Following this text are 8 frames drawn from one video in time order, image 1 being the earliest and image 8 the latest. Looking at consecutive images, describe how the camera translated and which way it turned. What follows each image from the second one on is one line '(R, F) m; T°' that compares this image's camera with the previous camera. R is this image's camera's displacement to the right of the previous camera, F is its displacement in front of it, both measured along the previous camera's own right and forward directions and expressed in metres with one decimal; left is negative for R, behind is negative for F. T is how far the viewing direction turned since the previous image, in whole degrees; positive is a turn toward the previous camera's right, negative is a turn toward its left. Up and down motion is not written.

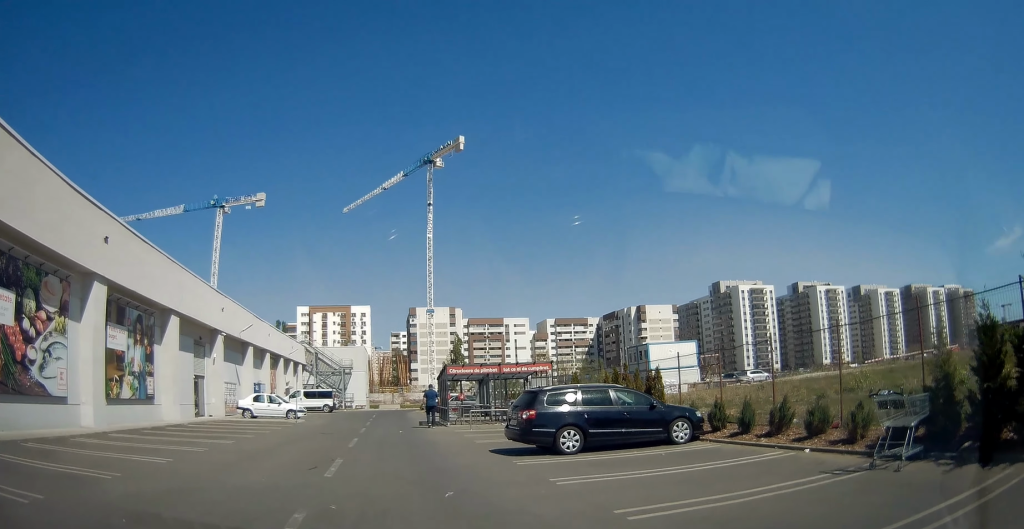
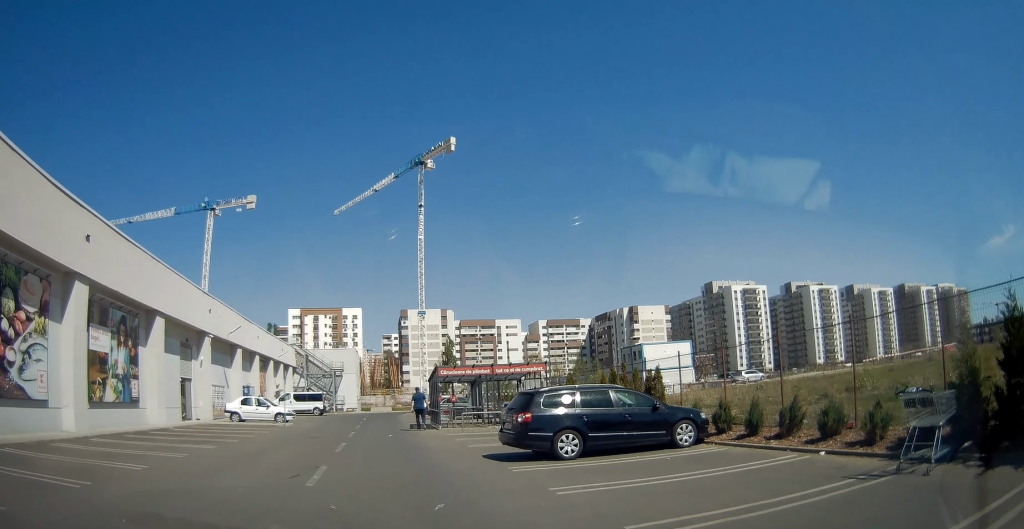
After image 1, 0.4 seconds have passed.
(0.0, +0.8) m; 0°
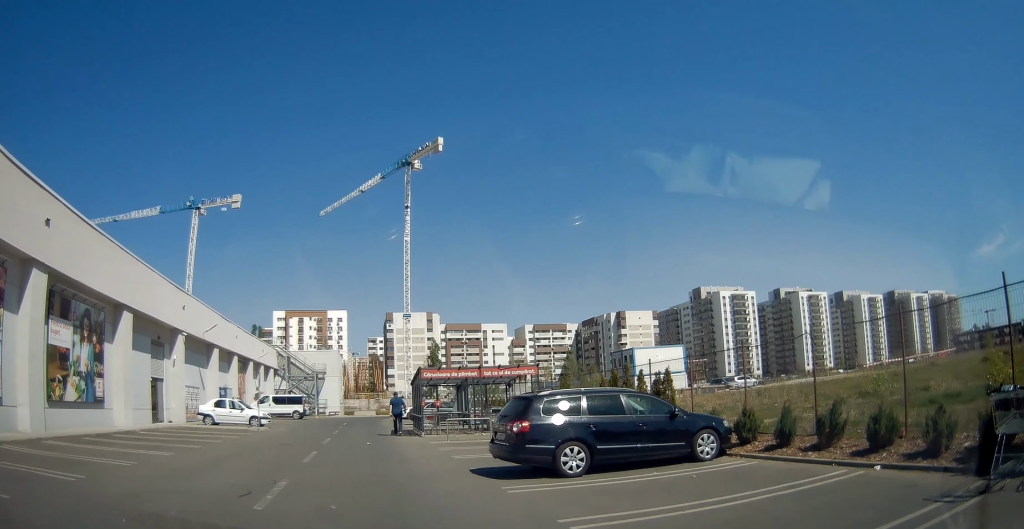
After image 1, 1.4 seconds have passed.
(0.0, +1.9) m; +3°
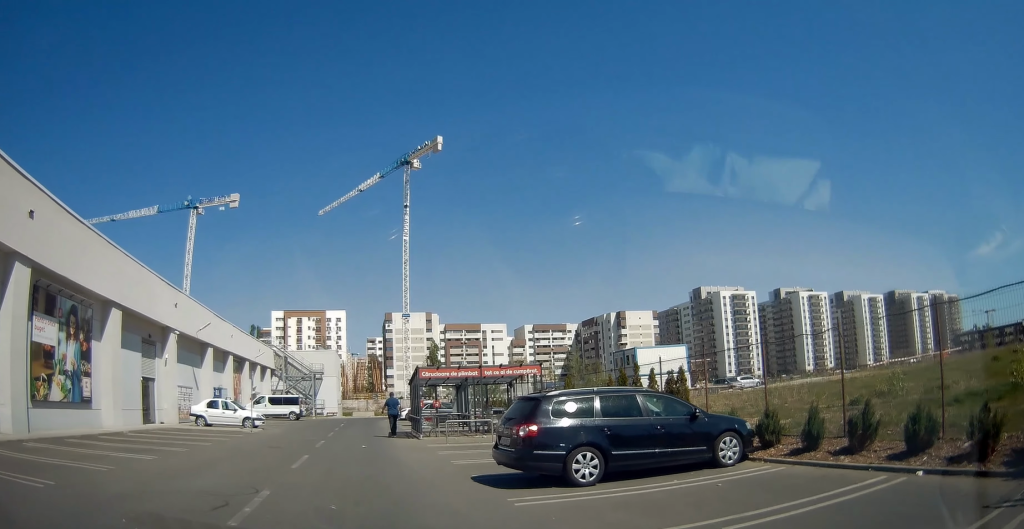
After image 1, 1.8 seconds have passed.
(0.0, +1.0) m; -1°
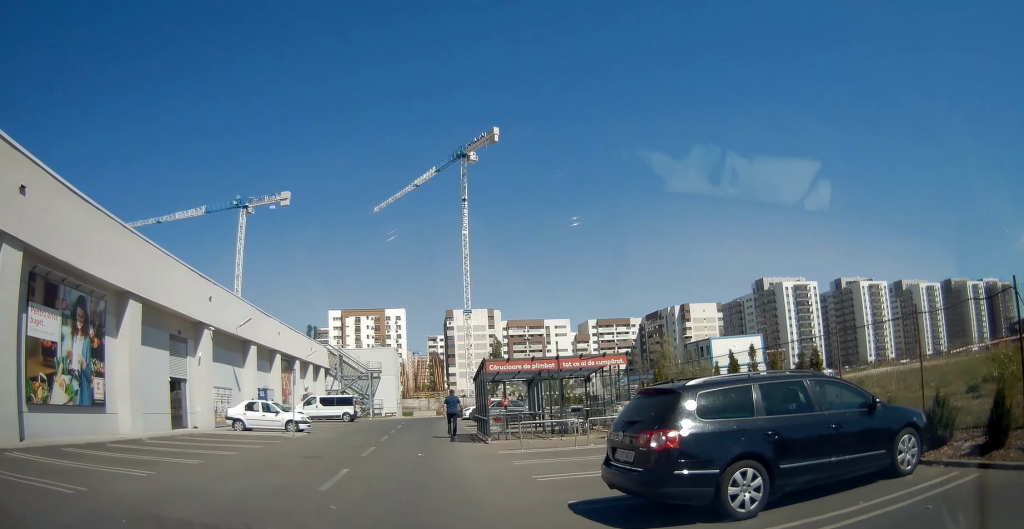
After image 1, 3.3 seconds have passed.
(-0.2, +3.3) m; -6°
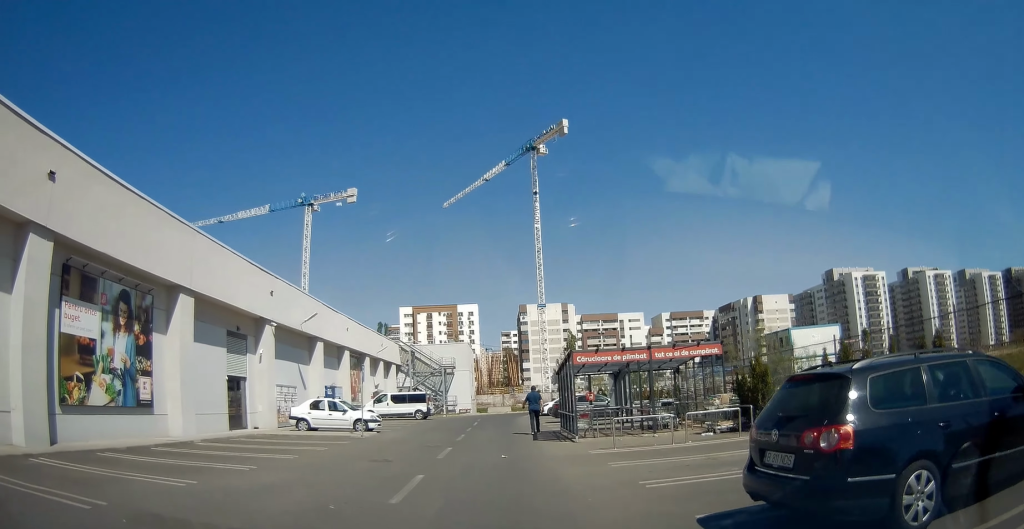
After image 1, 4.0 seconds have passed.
(0.0, +1.6) m; -5°
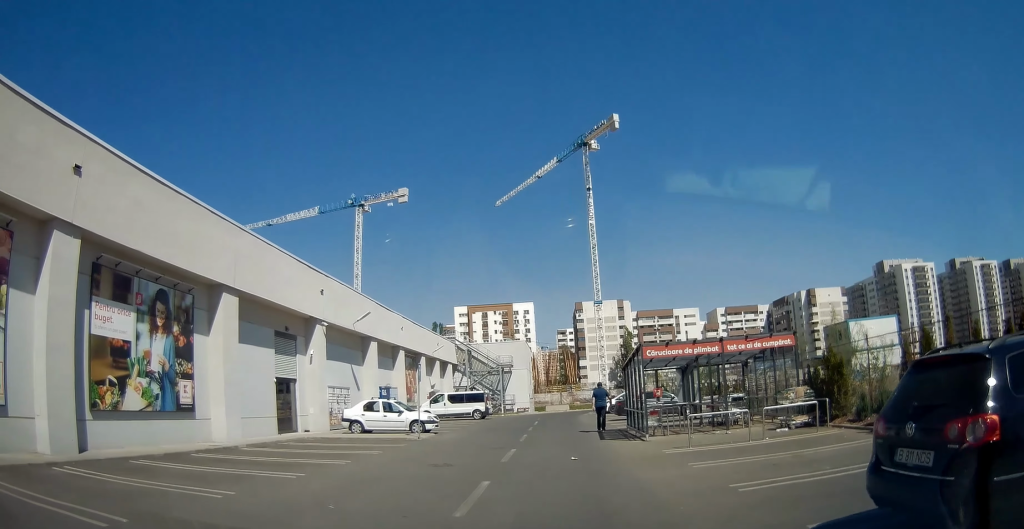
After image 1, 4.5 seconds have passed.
(+0.1, +1.0) m; -4°
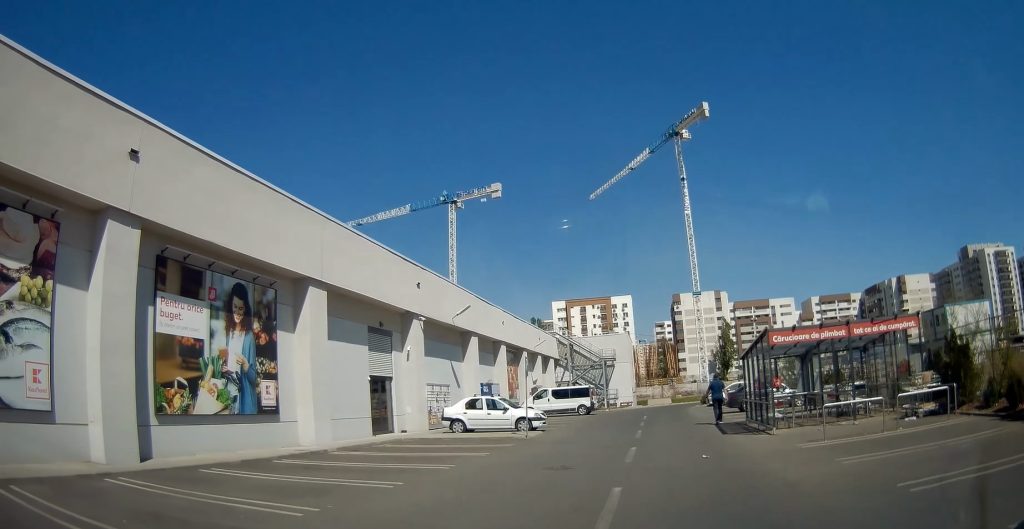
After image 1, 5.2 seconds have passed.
(-0.2, +1.6) m; -12°
